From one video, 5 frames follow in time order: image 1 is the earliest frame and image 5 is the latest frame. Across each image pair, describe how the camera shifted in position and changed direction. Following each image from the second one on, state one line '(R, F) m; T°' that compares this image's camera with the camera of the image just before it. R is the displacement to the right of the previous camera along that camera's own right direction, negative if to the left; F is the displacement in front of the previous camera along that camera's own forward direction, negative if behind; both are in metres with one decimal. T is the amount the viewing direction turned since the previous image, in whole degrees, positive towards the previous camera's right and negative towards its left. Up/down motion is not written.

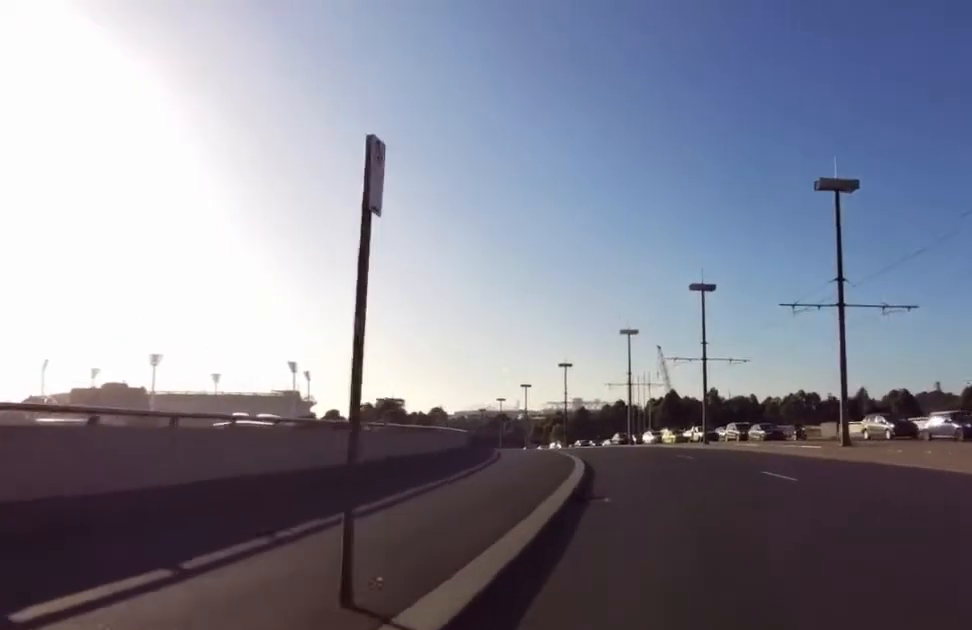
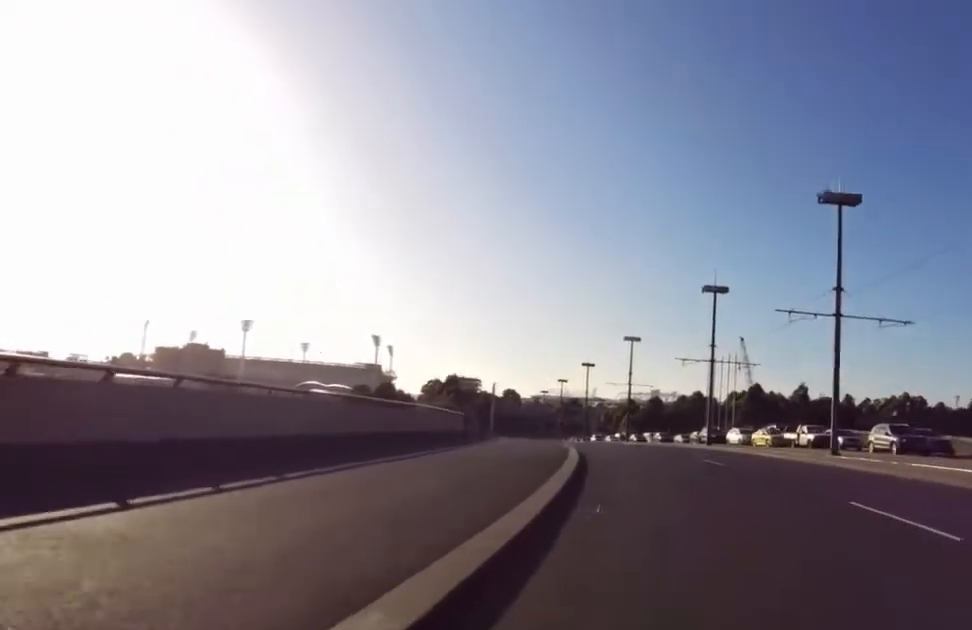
(-0.6, +20.7) m; -12°
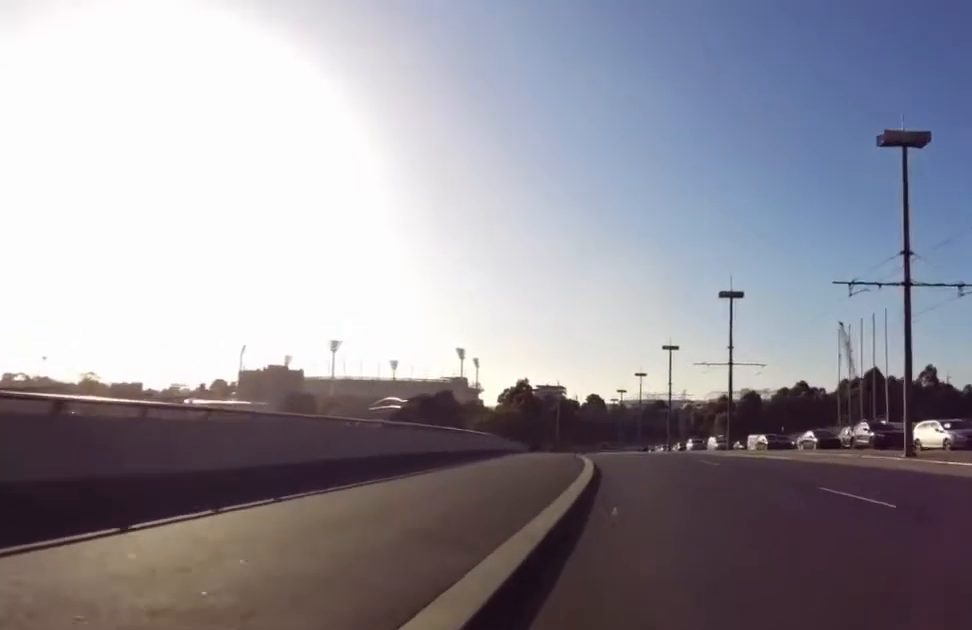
(+0.3, +27.3) m; -3°
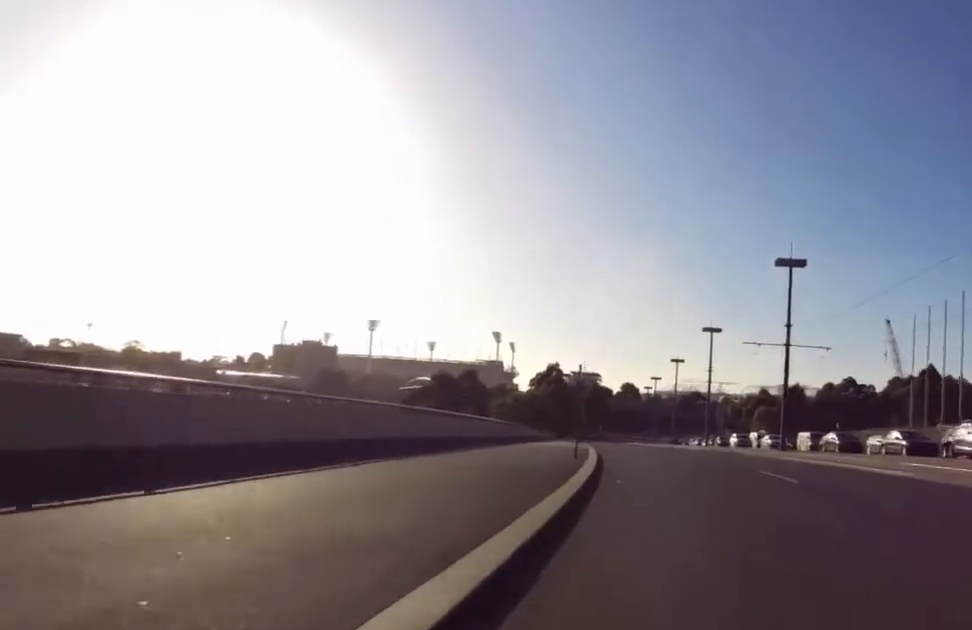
(-0.8, +10.2) m; -5°
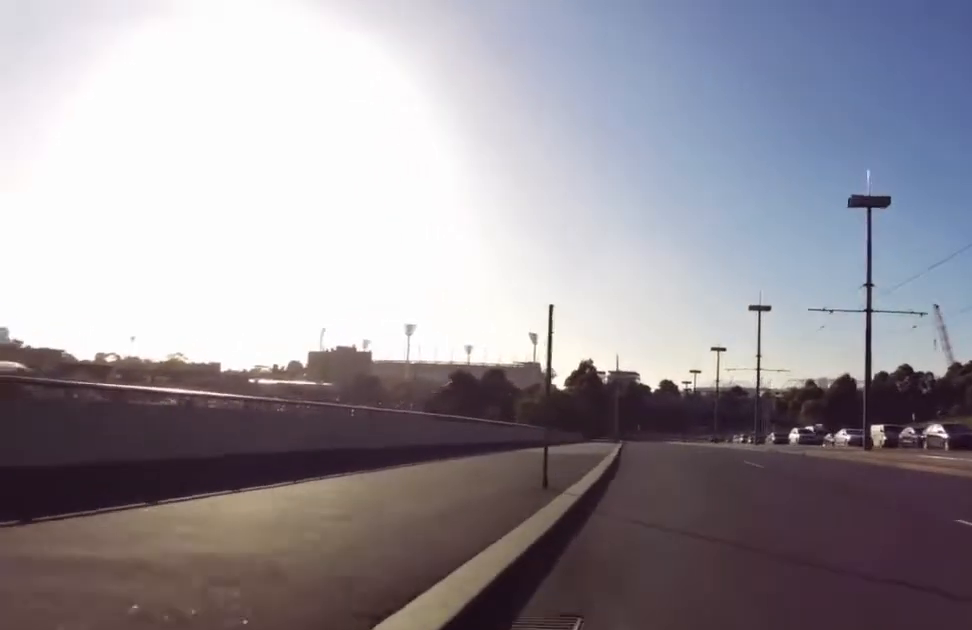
(-0.2, +10.8) m; +1°
